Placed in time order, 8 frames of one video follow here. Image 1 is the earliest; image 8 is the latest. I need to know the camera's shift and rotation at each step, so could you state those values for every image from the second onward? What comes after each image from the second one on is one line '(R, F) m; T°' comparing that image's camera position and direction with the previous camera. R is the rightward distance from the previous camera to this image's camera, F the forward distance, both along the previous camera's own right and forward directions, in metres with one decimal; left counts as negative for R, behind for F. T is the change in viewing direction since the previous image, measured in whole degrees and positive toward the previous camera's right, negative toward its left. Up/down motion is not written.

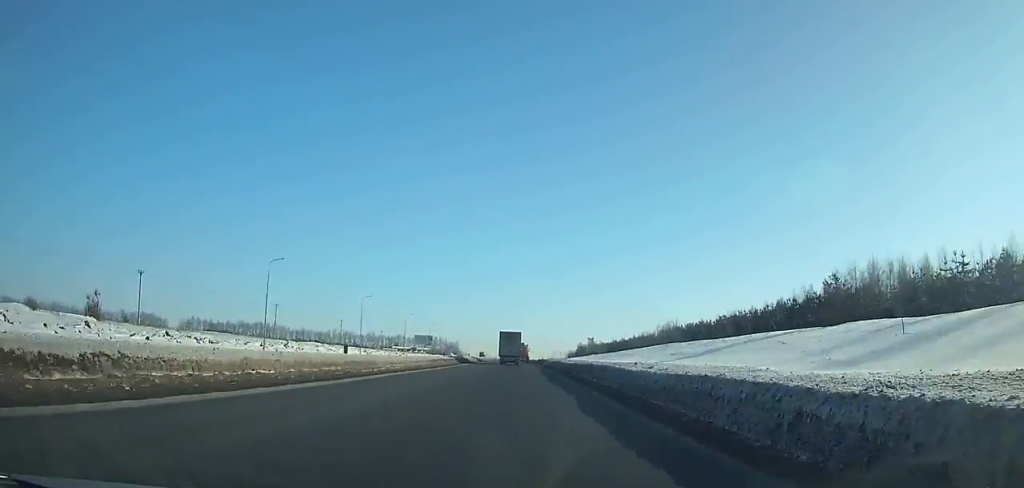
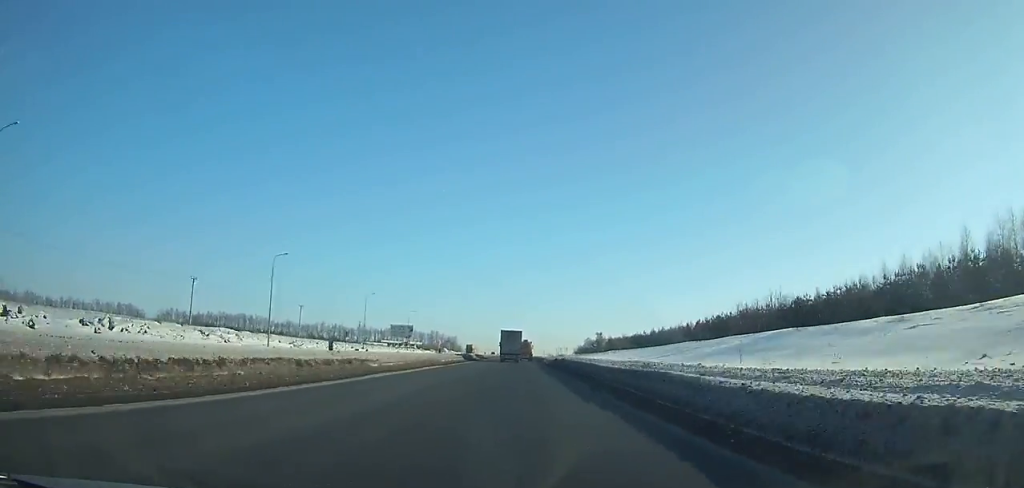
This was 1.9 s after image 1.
(0.0, +39.4) m; 0°
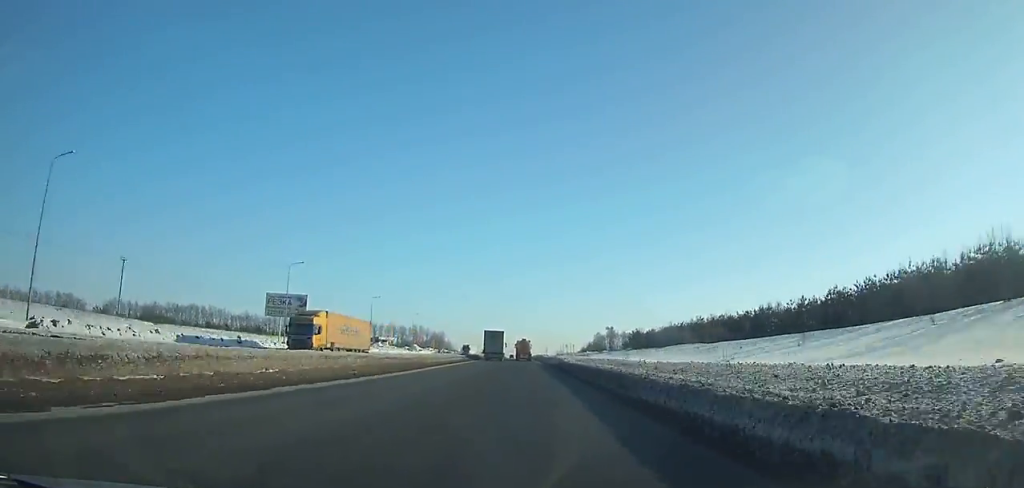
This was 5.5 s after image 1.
(-0.2, +76.4) m; 0°
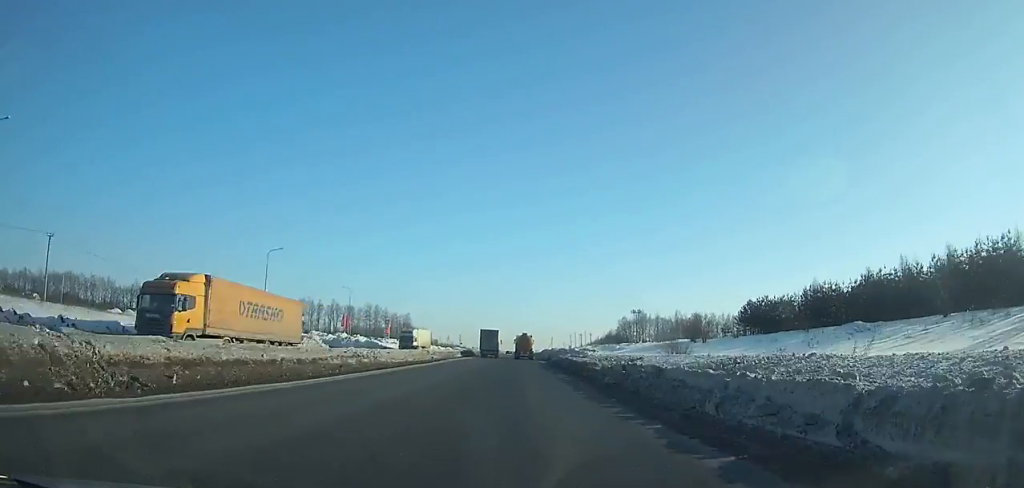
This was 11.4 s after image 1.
(+0.4, +128.6) m; 0°
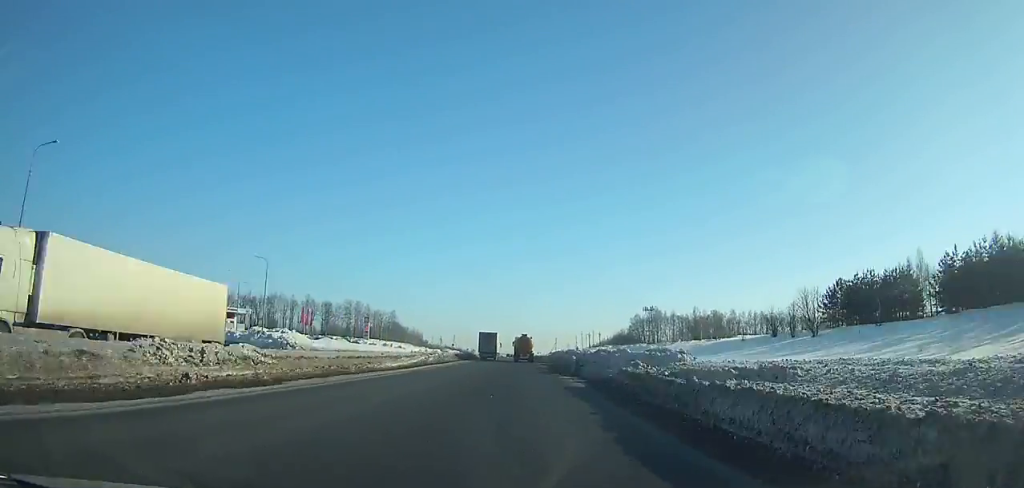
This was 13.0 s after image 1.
(-0.1, +35.3) m; 0°
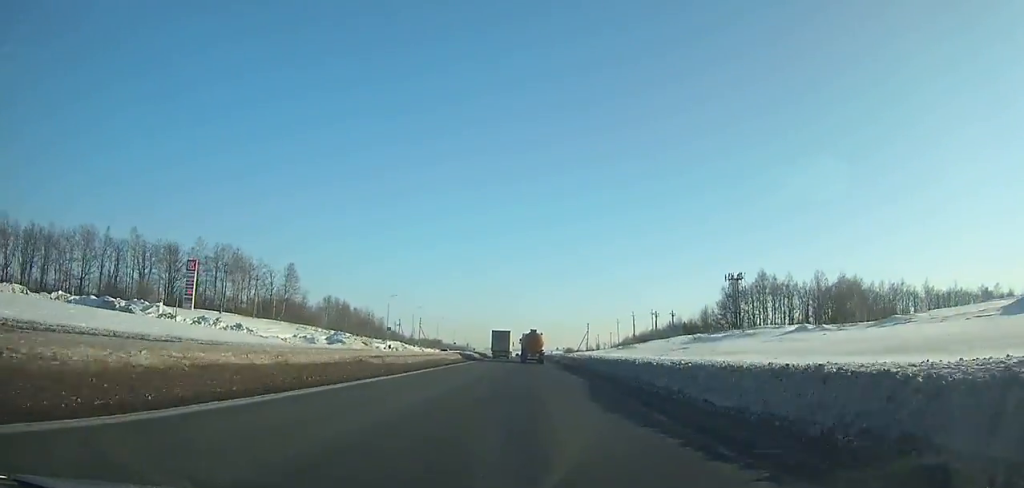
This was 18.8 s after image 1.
(-1.0, +129.8) m; 0°
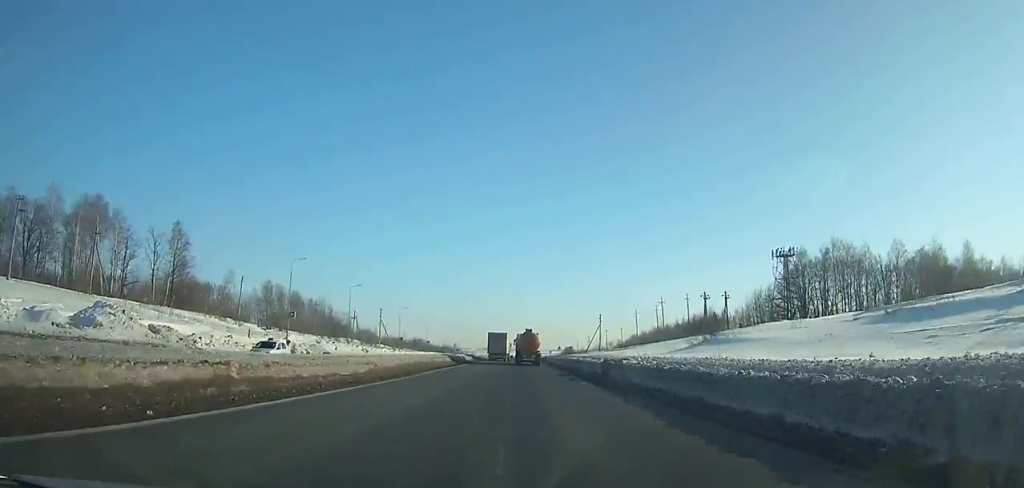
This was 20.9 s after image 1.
(+0.2, +46.6) m; 0°
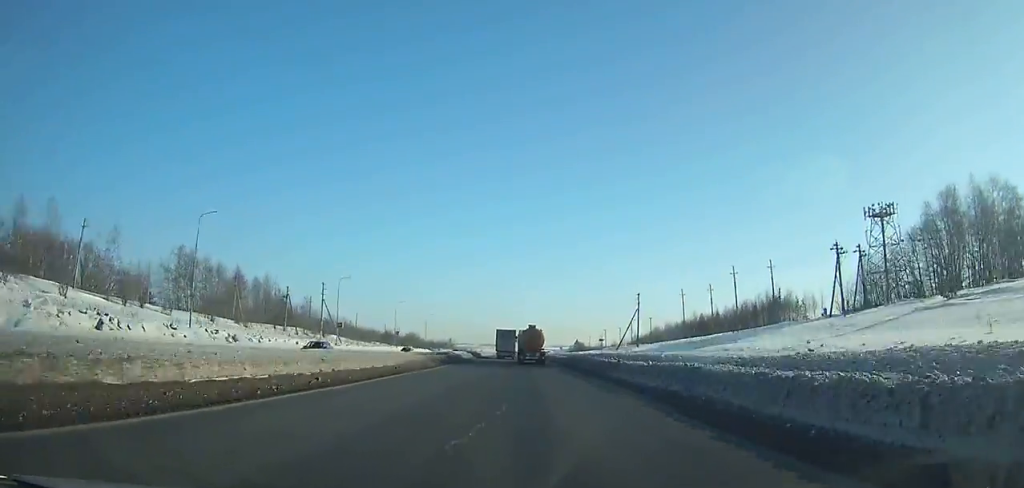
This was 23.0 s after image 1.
(+0.1, +46.1) m; 0°
